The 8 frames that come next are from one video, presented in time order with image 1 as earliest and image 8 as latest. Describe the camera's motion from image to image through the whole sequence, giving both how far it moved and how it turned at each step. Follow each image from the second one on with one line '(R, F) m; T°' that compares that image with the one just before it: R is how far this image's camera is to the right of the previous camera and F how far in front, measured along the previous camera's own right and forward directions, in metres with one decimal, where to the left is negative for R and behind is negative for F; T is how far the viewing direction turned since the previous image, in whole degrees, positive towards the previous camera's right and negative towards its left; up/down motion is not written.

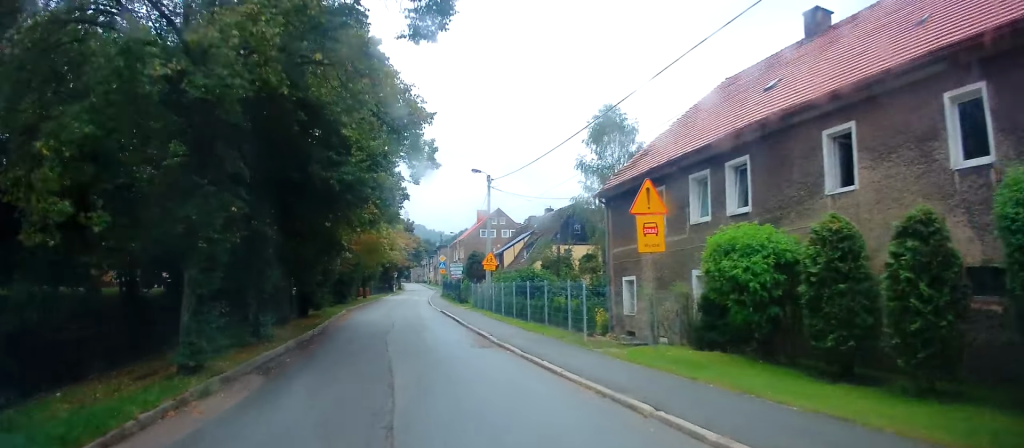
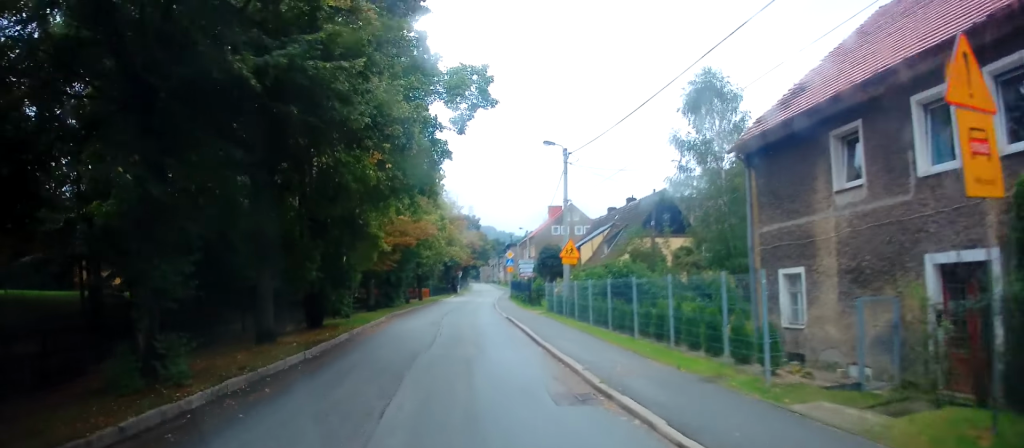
(-0.3, +7.6) m; -5°
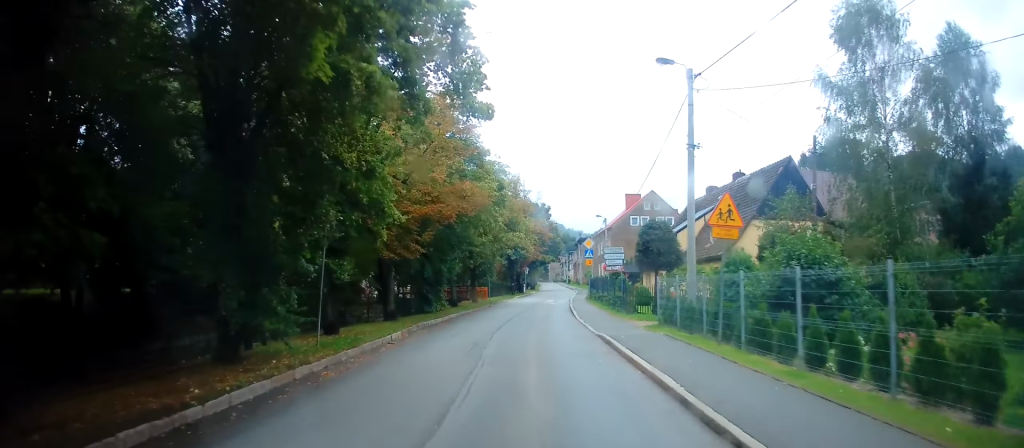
(-0.6, +10.4) m; -5°
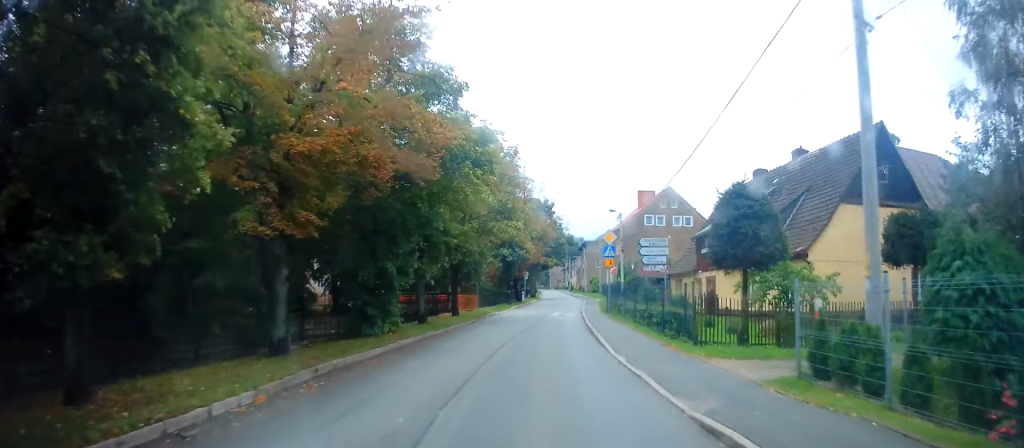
(-0.2, +9.6) m; -2°
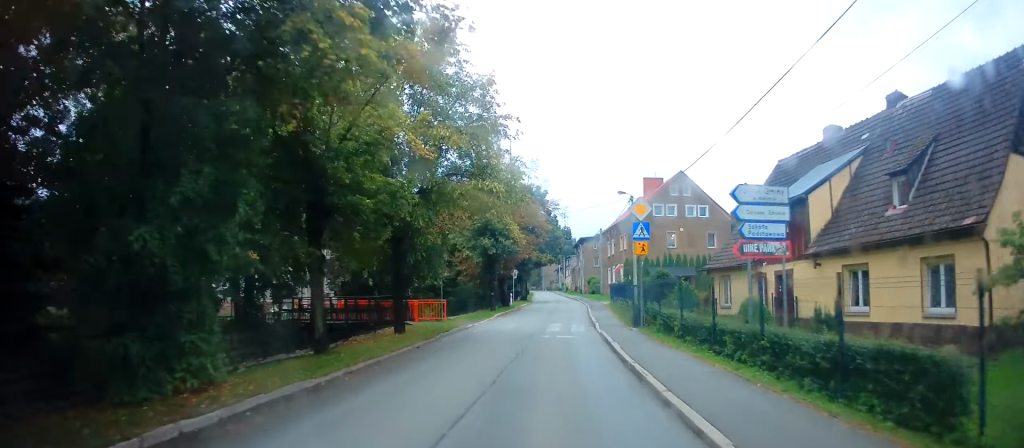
(-0.1, +10.4) m; 0°
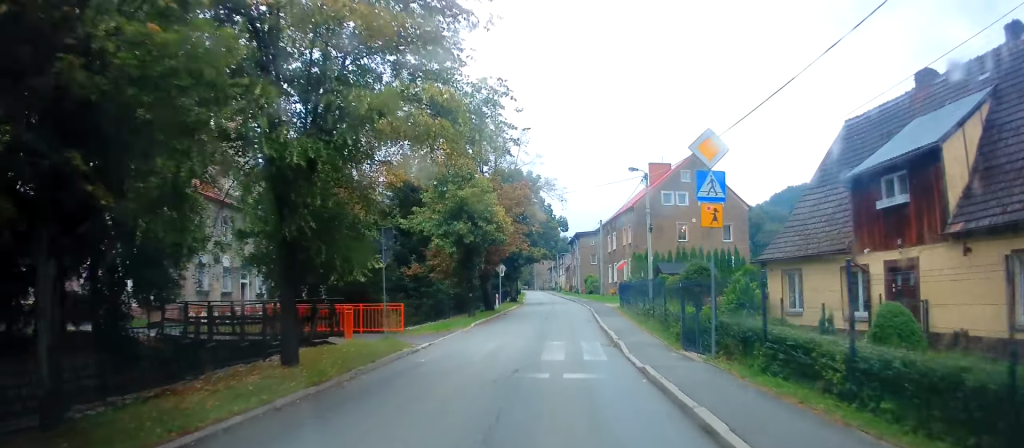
(0.0, +8.1) m; +1°
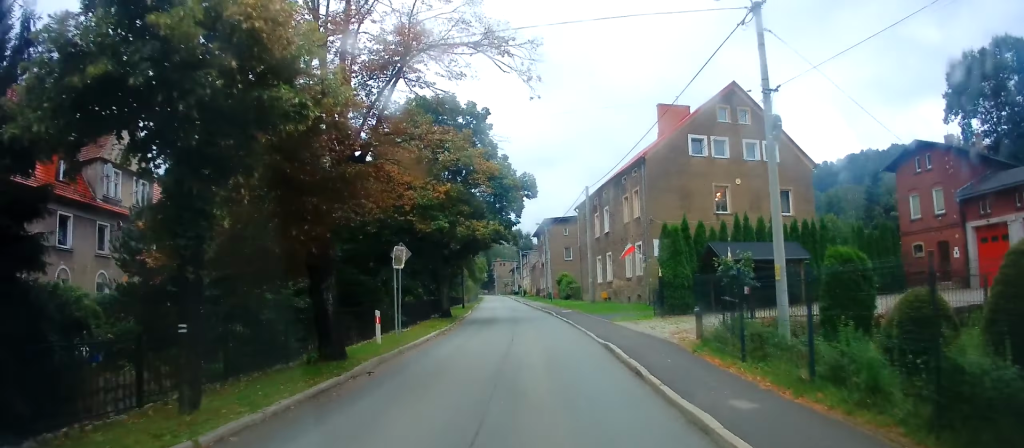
(+0.7, +22.3) m; +3°
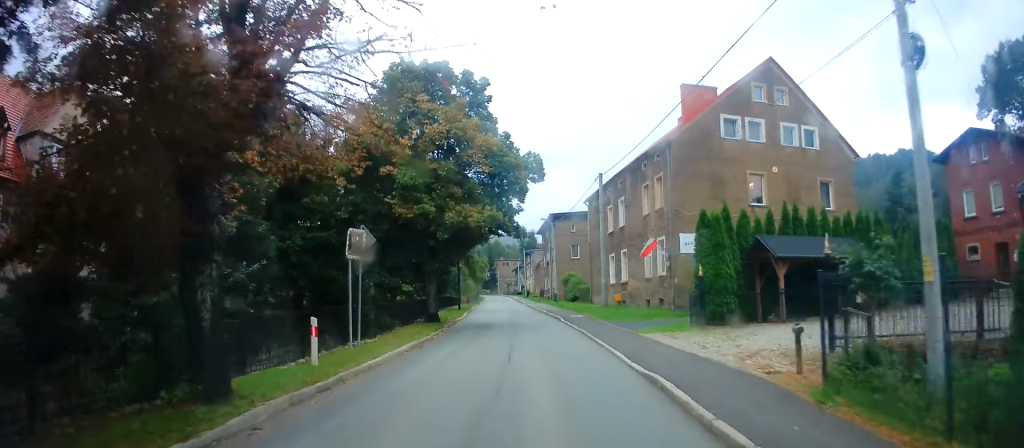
(+0.2, +5.2) m; 0°
